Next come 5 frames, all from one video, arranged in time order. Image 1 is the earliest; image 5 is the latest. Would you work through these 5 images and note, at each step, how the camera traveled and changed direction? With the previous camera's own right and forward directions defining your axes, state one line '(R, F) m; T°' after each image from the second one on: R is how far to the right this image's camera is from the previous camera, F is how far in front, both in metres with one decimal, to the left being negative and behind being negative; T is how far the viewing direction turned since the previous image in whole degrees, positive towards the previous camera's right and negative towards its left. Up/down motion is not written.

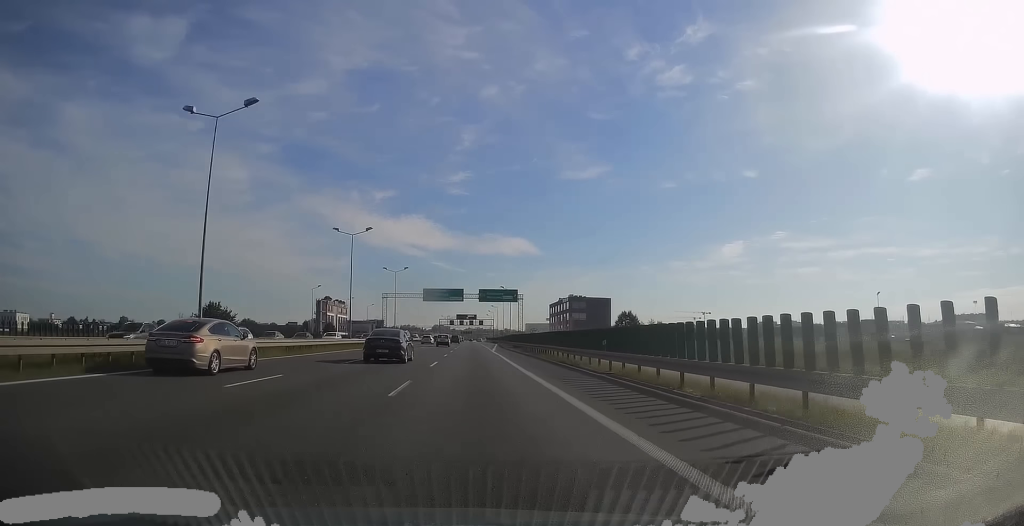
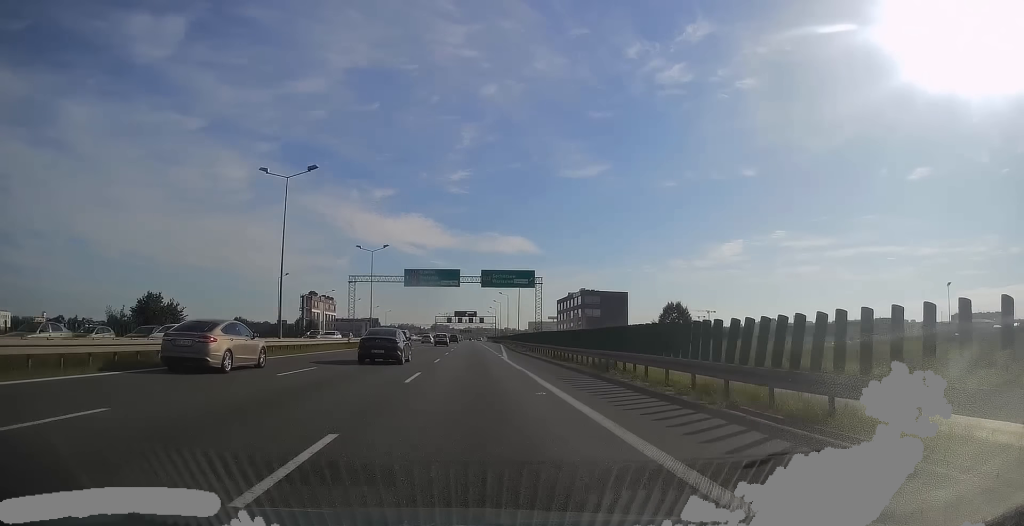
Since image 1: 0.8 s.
(-0.1, +21.0) m; 0°
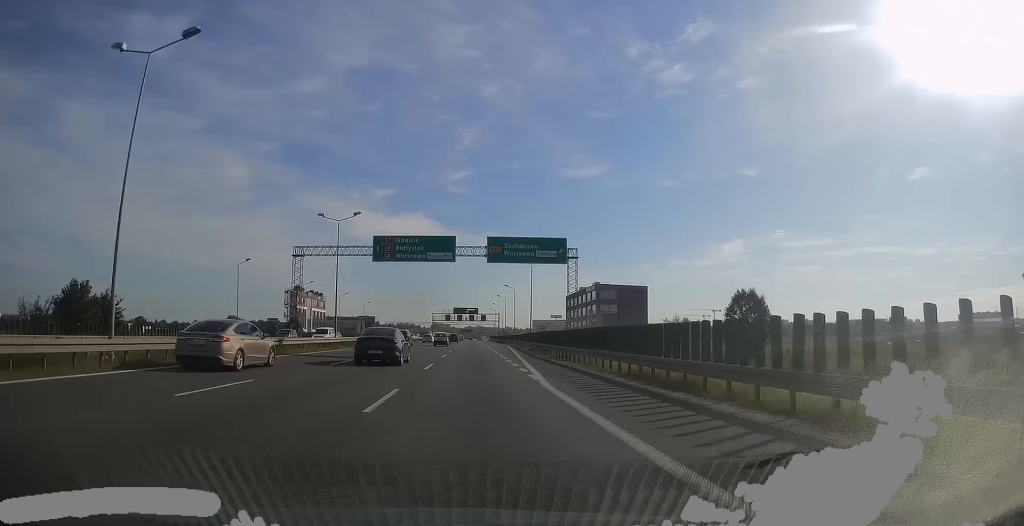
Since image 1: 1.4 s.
(+0.1, +18.1) m; 0°
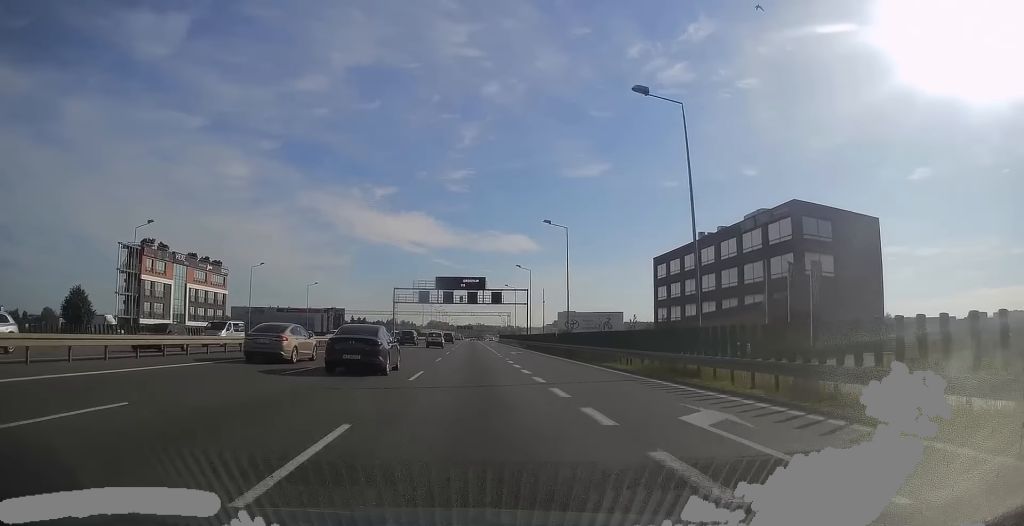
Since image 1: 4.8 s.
(+0.1, +90.1) m; 0°
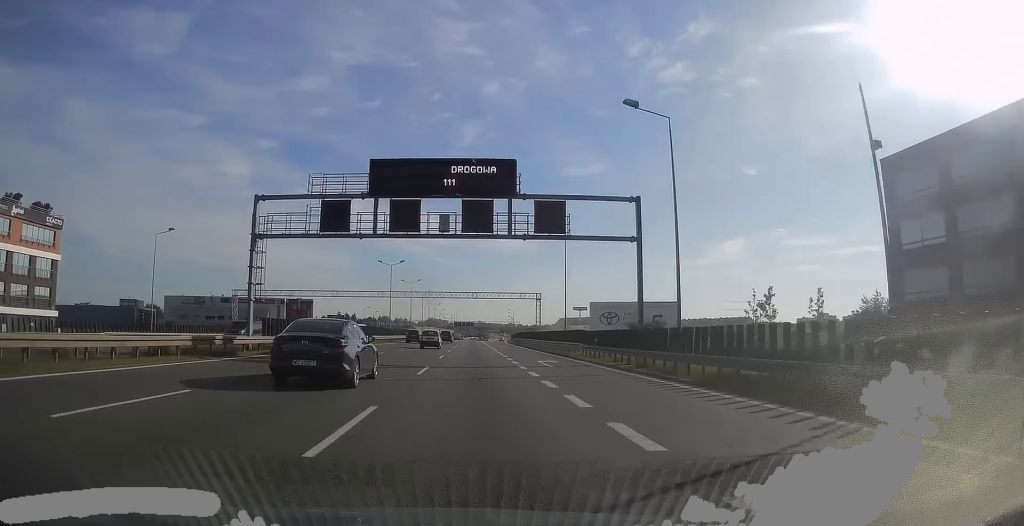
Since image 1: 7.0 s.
(0.0, +57.9) m; 0°
